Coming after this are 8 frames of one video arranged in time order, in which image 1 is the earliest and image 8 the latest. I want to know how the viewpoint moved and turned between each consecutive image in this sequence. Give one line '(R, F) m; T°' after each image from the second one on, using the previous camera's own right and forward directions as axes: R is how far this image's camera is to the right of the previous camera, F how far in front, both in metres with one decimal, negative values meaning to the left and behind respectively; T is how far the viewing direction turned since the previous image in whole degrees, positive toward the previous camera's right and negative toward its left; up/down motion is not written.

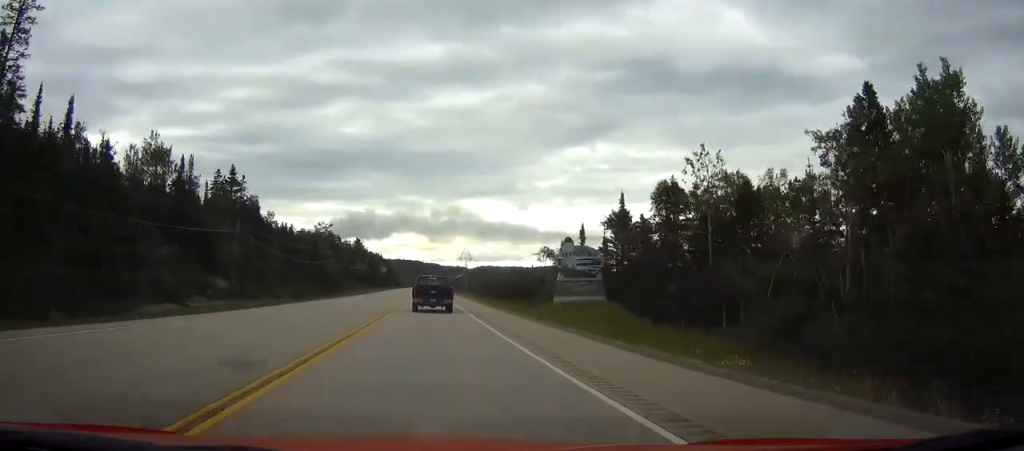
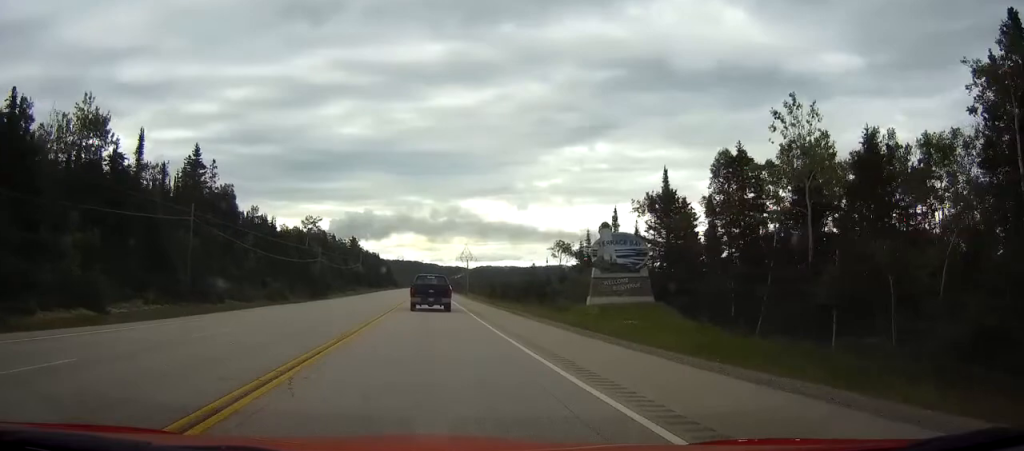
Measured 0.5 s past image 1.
(0.0, +14.5) m; 0°
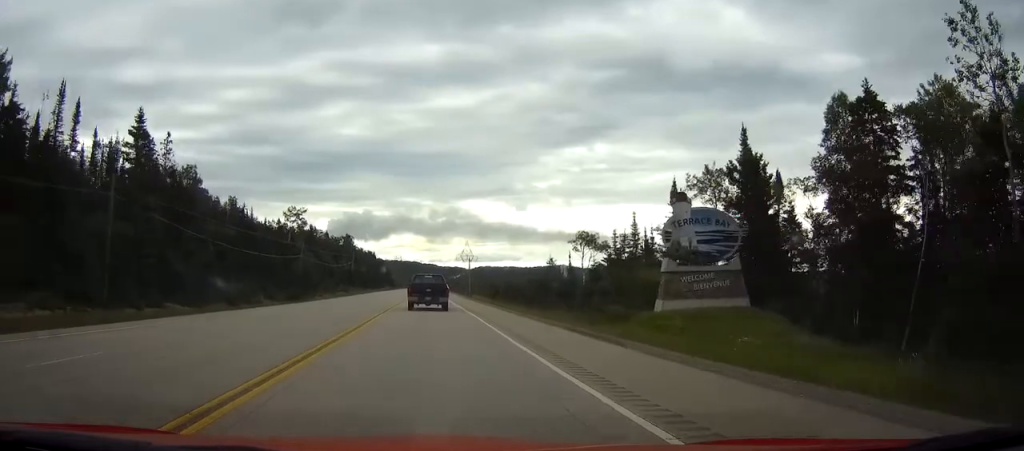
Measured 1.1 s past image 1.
(0.0, +16.4) m; 0°
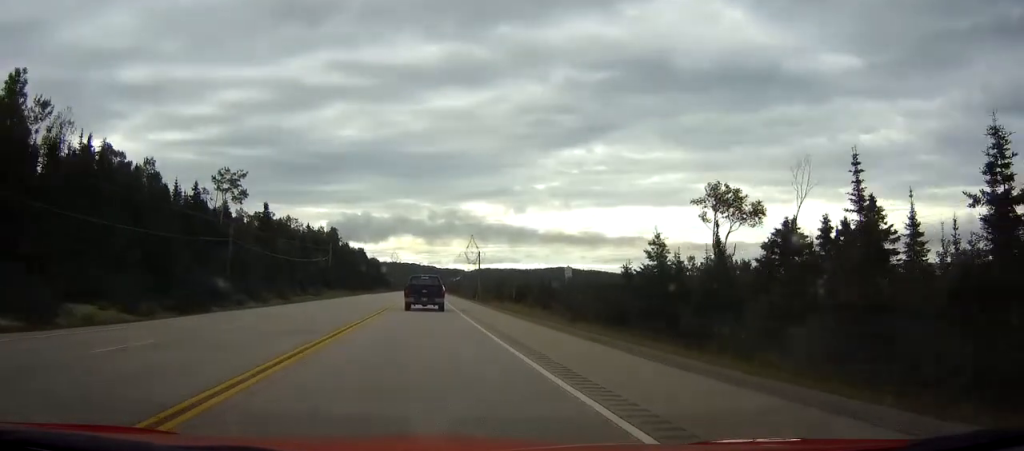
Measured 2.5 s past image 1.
(0.0, +42.4) m; 0°
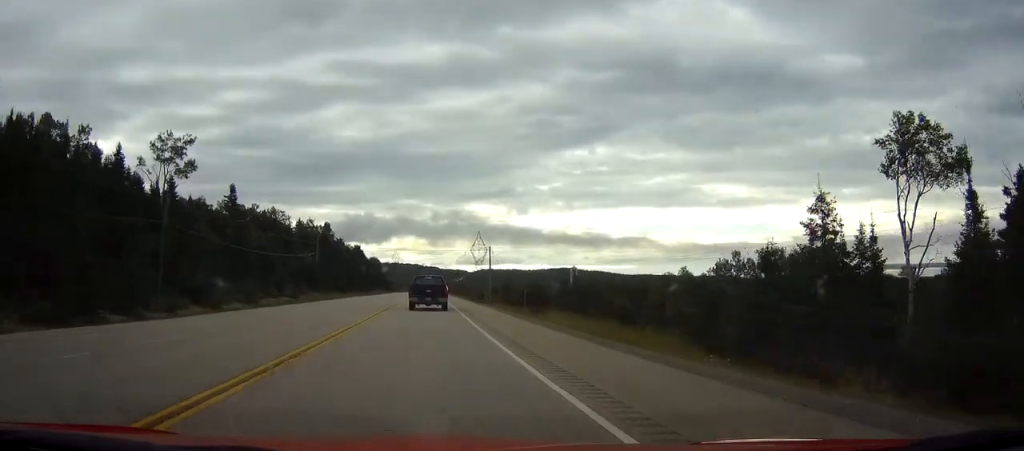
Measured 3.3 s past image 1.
(0.0, +21.1) m; 0°
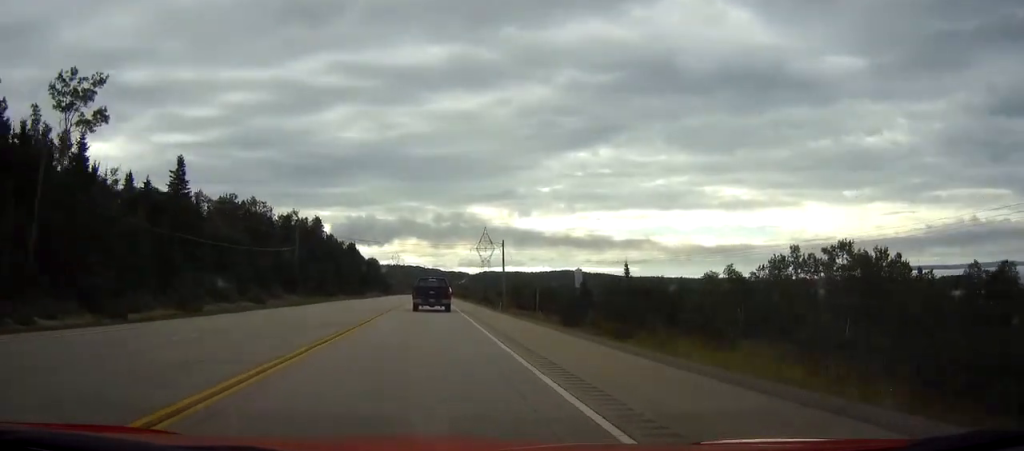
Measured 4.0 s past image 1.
(0.0, +21.1) m; 0°
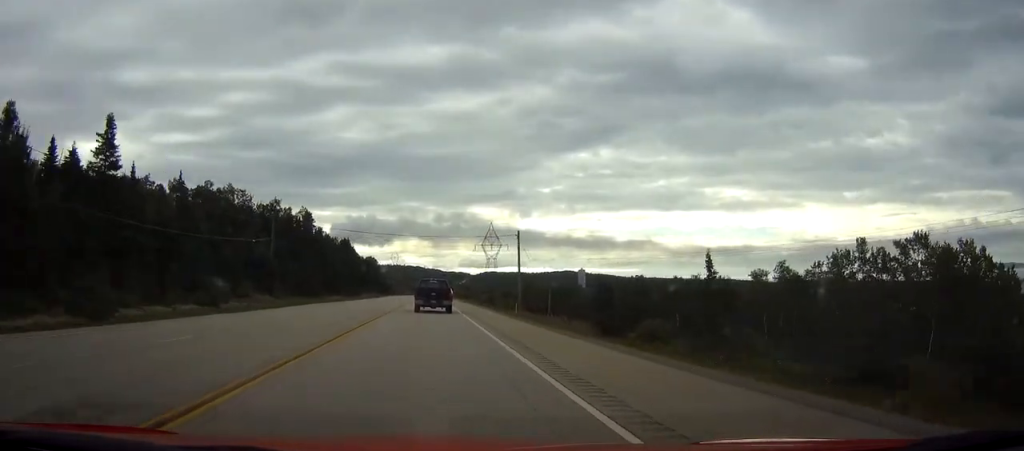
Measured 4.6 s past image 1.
(0.0, +18.2) m; 0°
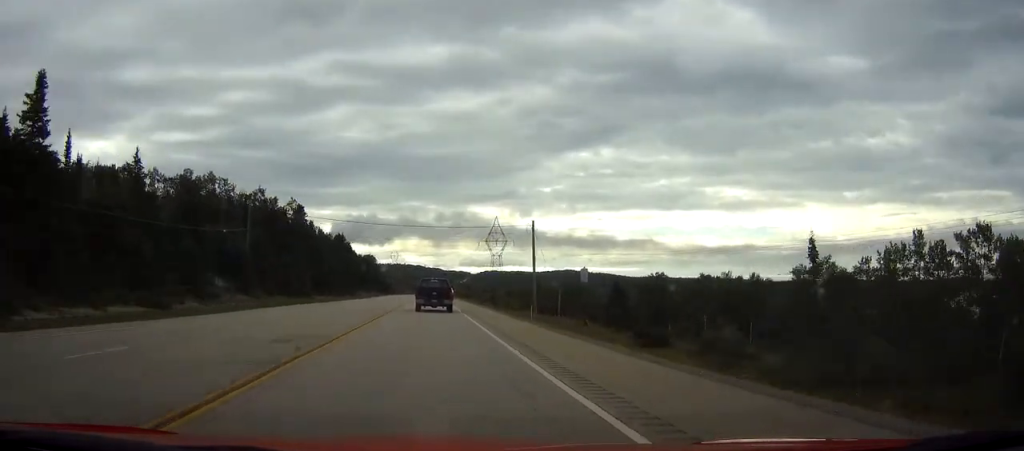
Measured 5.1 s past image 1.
(0.0, +12.5) m; 0°
